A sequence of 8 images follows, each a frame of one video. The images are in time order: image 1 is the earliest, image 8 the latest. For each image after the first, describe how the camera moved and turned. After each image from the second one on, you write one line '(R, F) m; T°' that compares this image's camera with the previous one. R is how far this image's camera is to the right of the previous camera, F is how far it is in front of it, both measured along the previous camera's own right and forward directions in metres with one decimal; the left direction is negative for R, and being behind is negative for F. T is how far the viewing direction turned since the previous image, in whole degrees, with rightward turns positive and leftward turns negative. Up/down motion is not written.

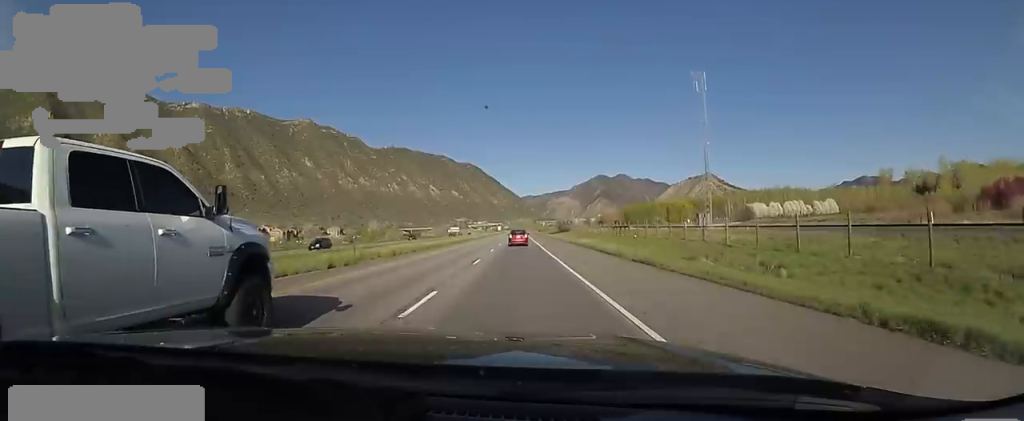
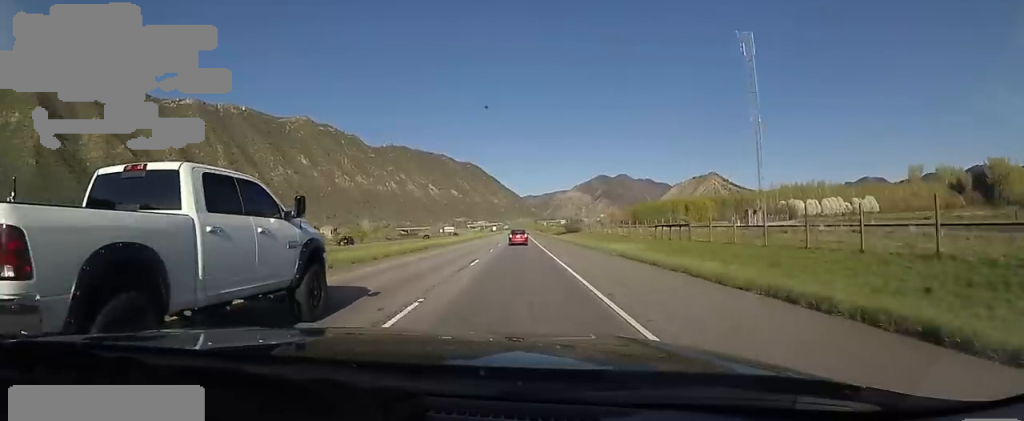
(-0.1, +25.0) m; +2°
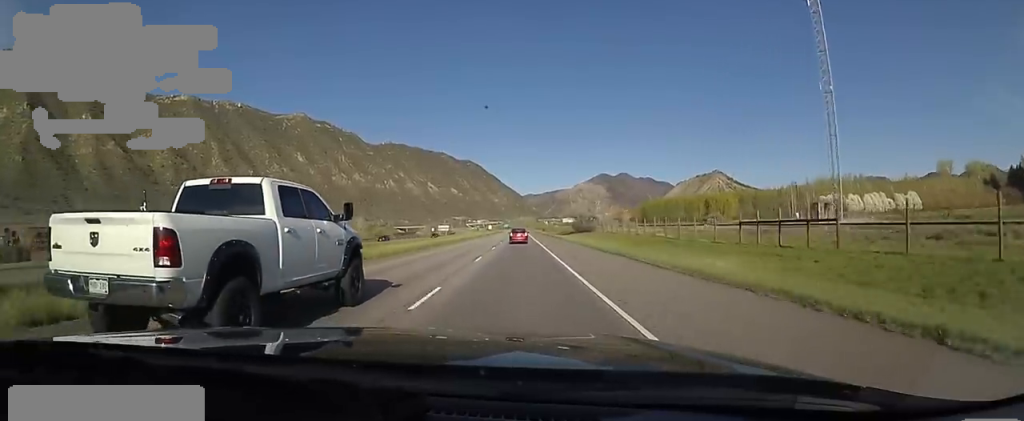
(+0.9, +22.0) m; 0°
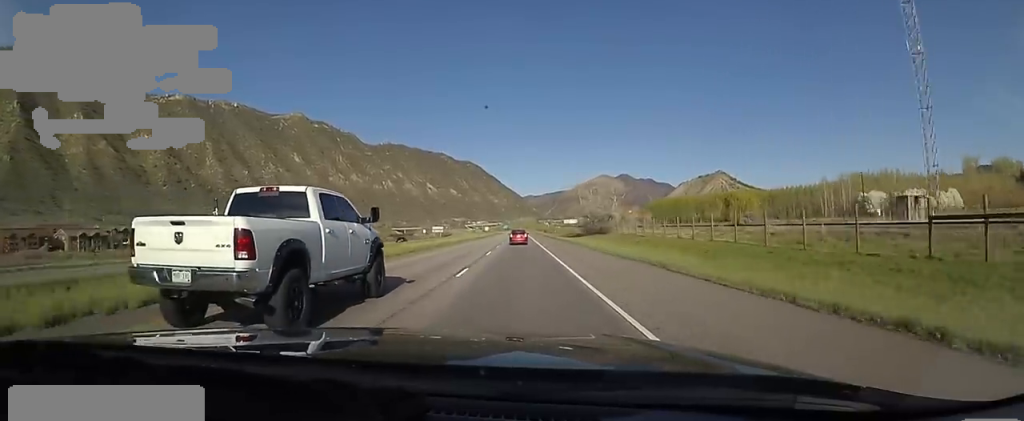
(+0.3, +17.9) m; -1°
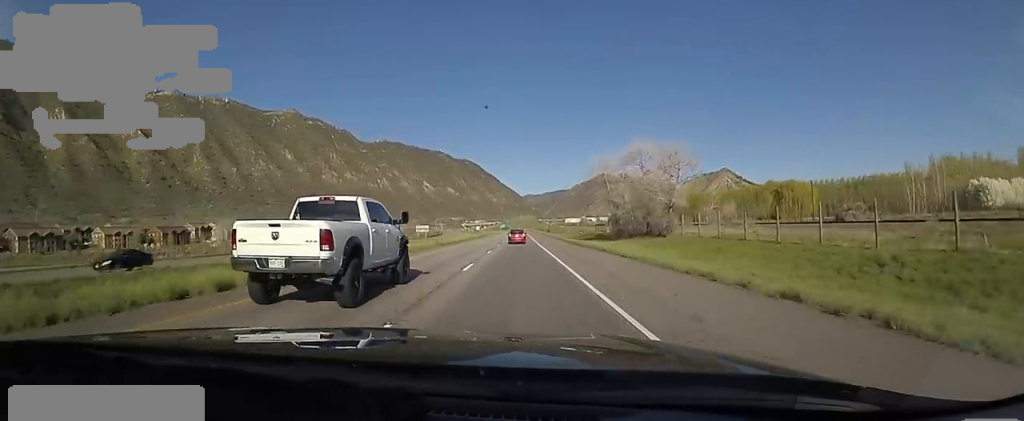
(-1.4, +34.8) m; -1°
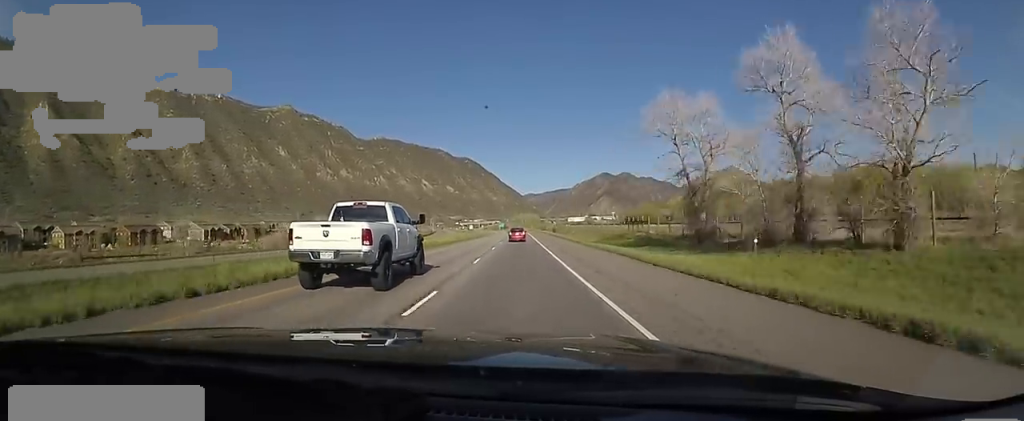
(+0.5, +32.4) m; +2°
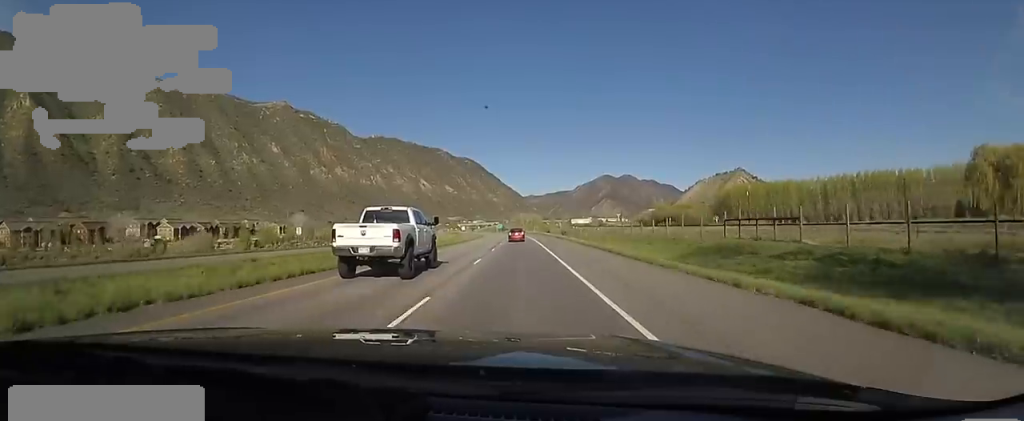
(+0.3, +36.3) m; -1°
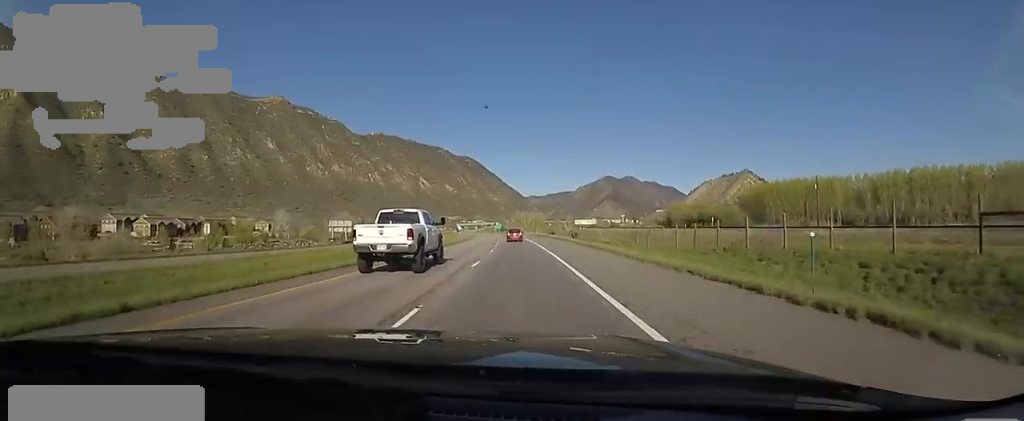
(-0.6, +24.8) m; -1°
